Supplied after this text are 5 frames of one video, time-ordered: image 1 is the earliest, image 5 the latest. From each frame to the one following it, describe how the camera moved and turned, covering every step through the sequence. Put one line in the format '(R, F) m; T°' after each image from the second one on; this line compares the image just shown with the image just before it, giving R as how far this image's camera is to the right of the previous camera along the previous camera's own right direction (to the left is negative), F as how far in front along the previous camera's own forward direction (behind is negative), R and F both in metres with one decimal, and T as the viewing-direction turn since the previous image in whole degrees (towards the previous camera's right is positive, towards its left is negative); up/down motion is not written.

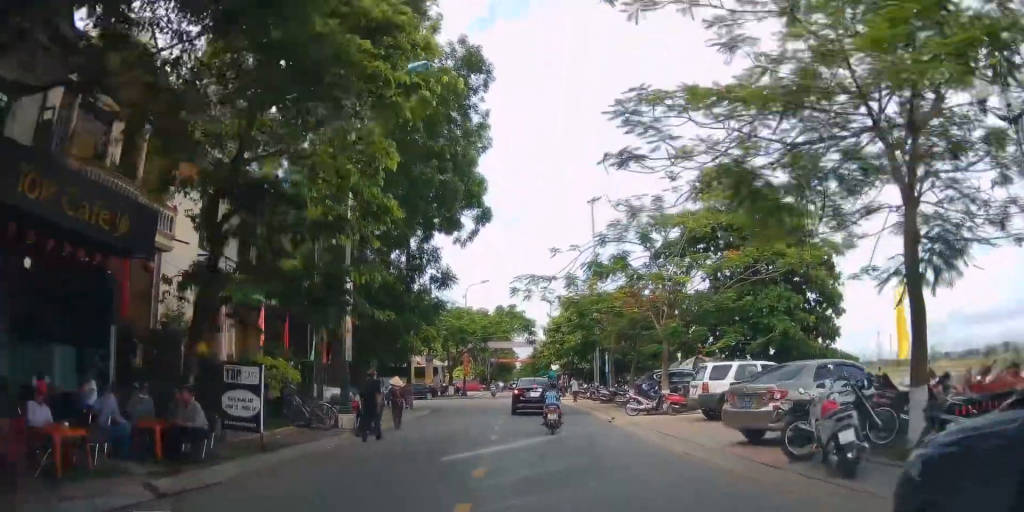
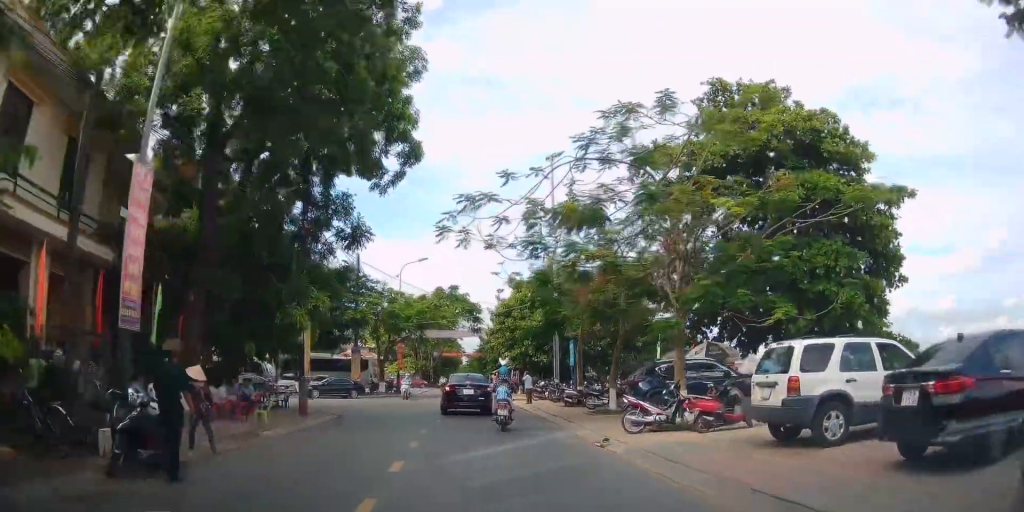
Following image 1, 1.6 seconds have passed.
(+0.5, +9.3) m; +9°
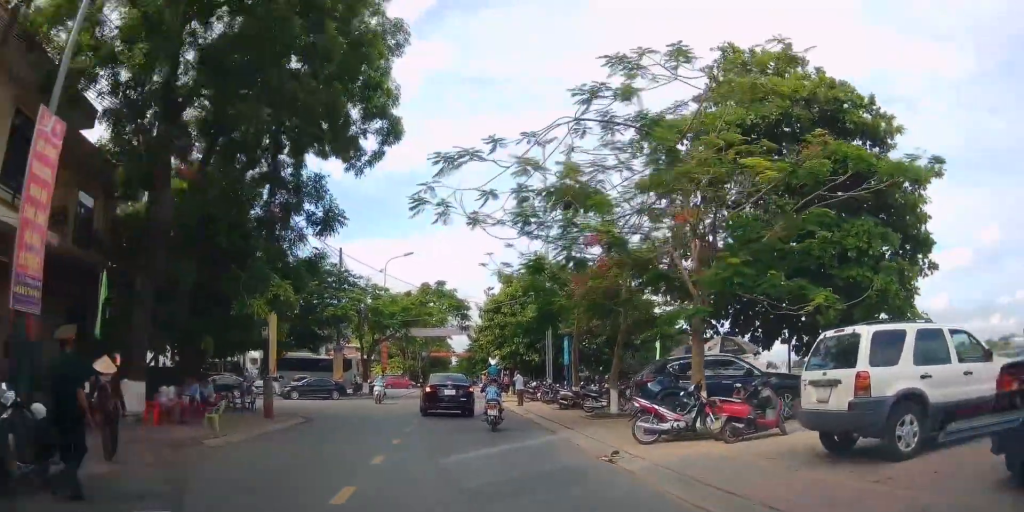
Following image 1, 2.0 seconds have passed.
(+0.1, +2.5) m; +2°
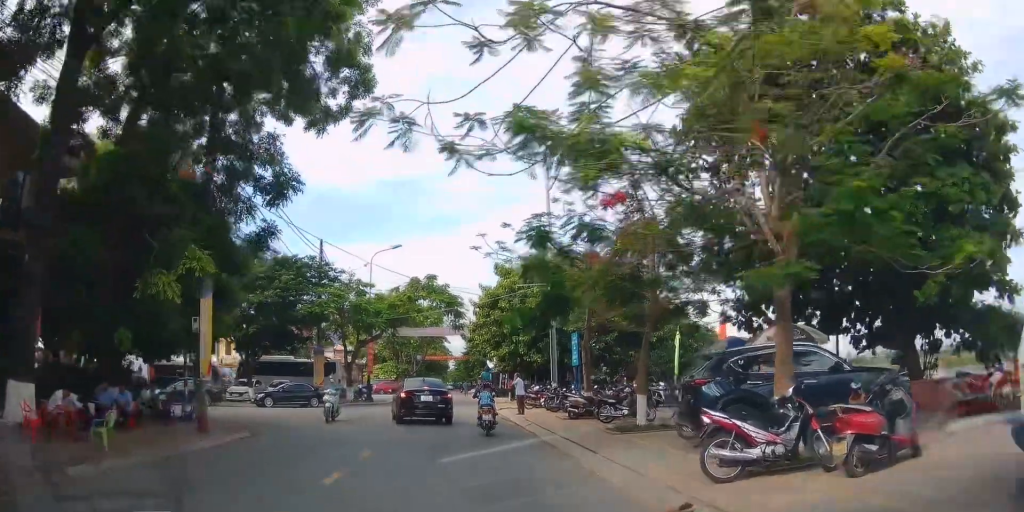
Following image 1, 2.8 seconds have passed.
(-0.2, +4.9) m; -4°
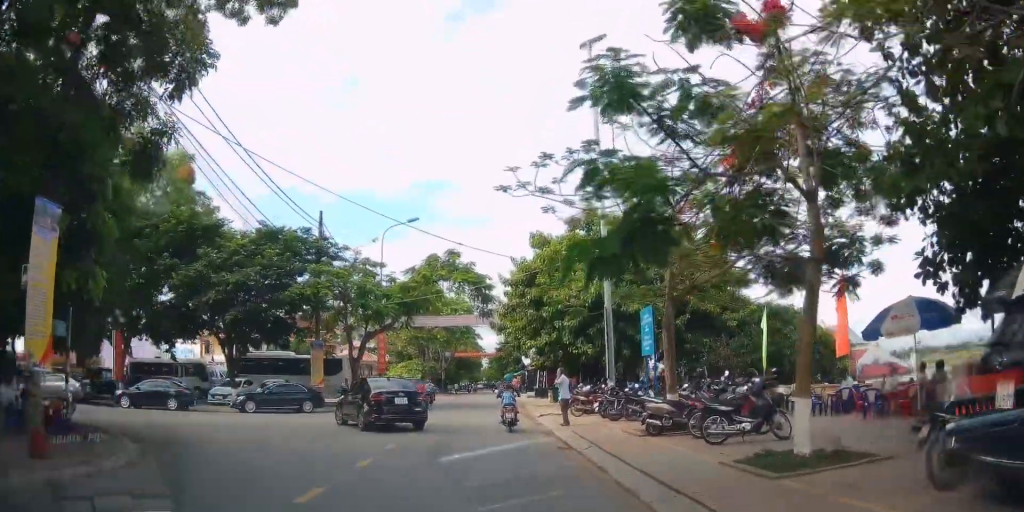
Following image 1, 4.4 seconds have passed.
(-0.5, +8.1) m; -4°
